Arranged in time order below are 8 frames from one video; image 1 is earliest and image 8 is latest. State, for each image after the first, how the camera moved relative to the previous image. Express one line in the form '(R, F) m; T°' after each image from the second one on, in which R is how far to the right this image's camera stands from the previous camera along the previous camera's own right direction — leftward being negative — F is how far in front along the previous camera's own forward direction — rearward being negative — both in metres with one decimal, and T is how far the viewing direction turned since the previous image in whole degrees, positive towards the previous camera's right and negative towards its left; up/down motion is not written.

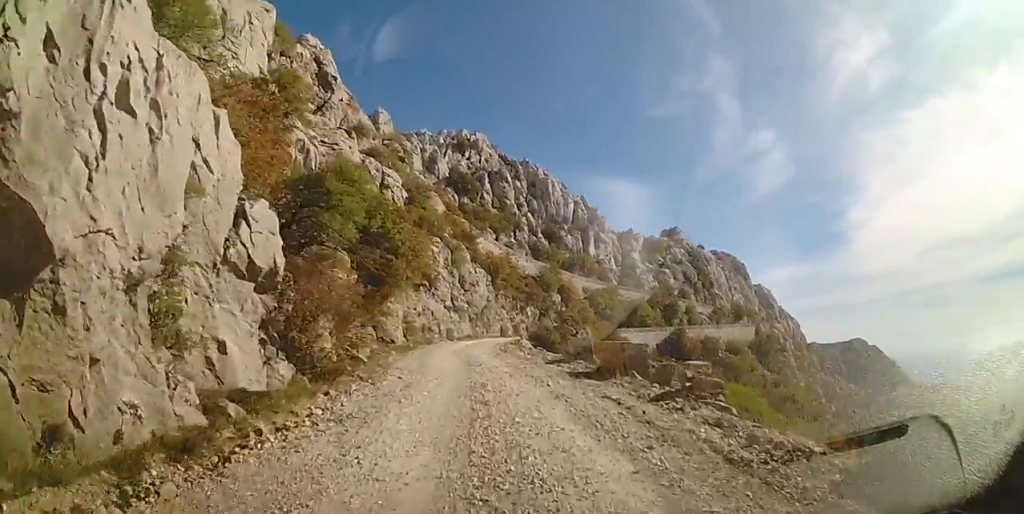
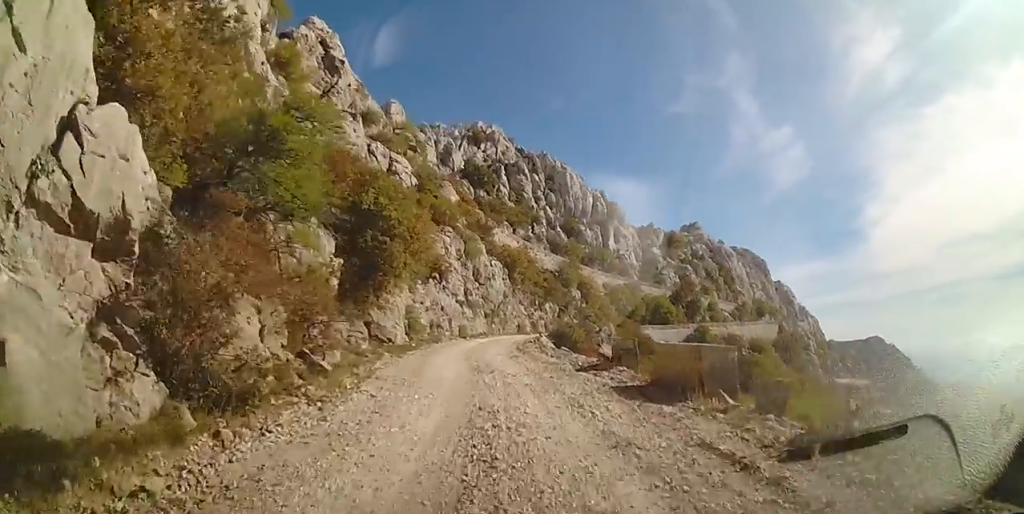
(-0.1, +4.3) m; -2°
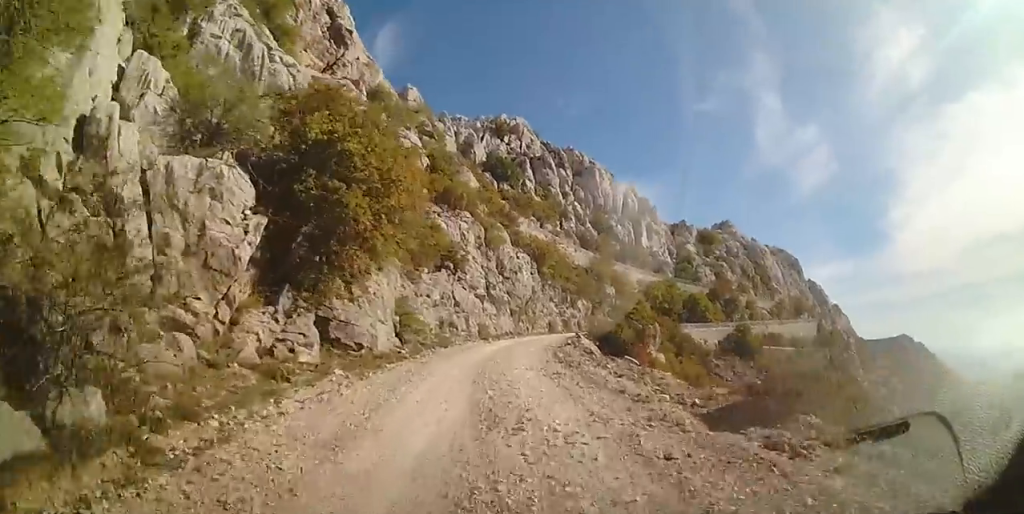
(0.0, +8.0) m; 0°
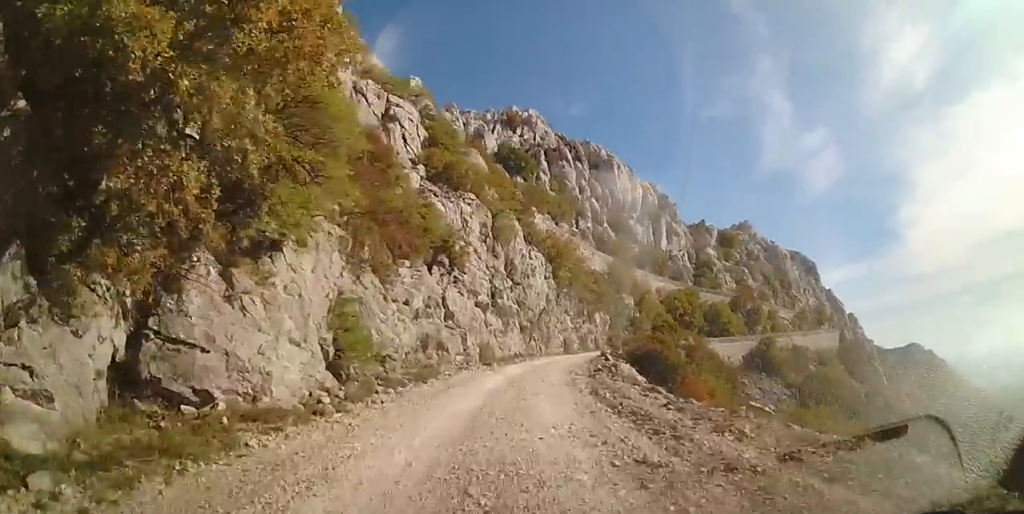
(-0.1, +7.7) m; 0°
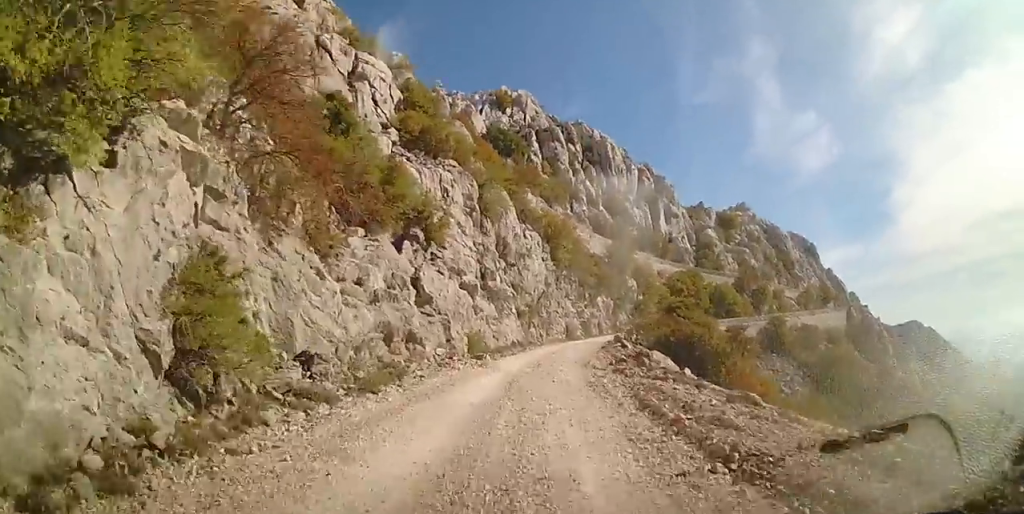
(0.0, +5.2) m; 0°
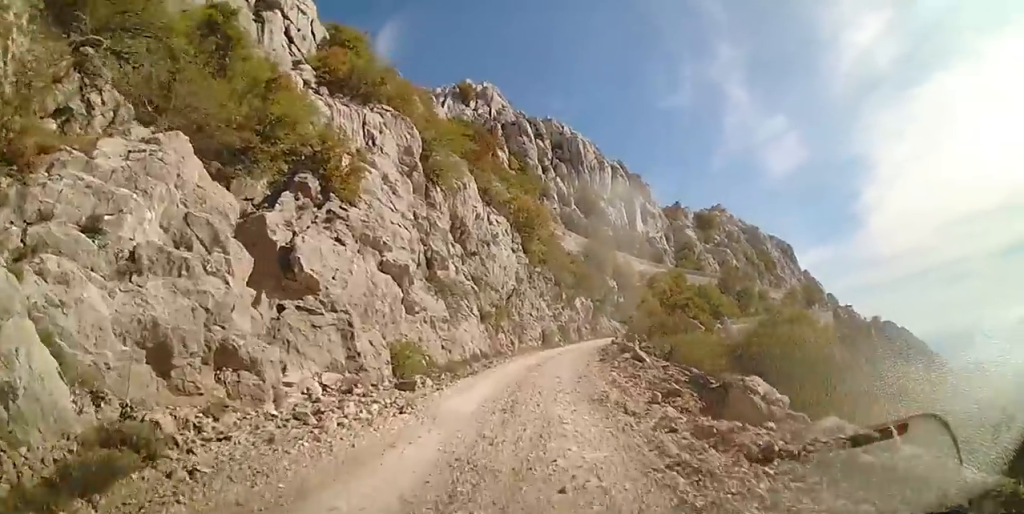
(0.0, +8.2) m; 0°
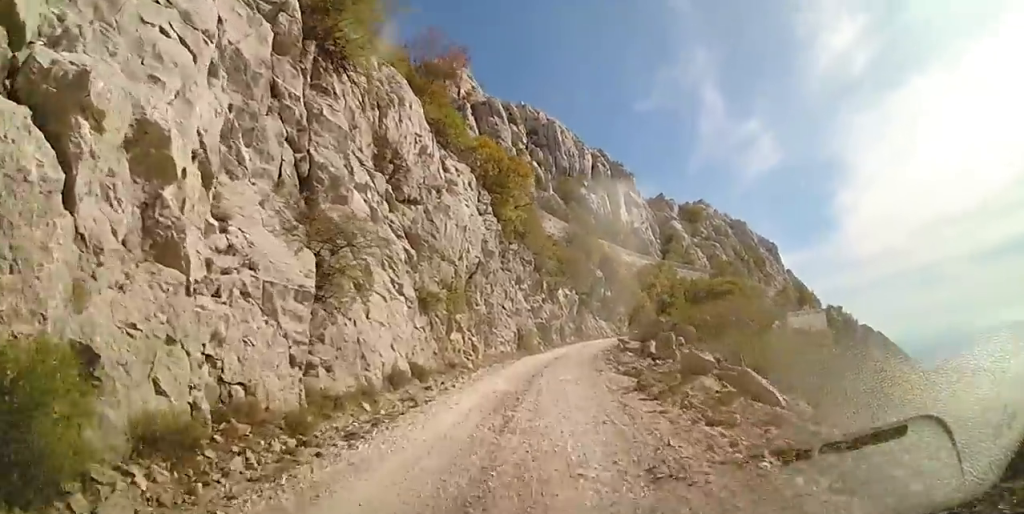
(+0.3, +9.9) m; +5°
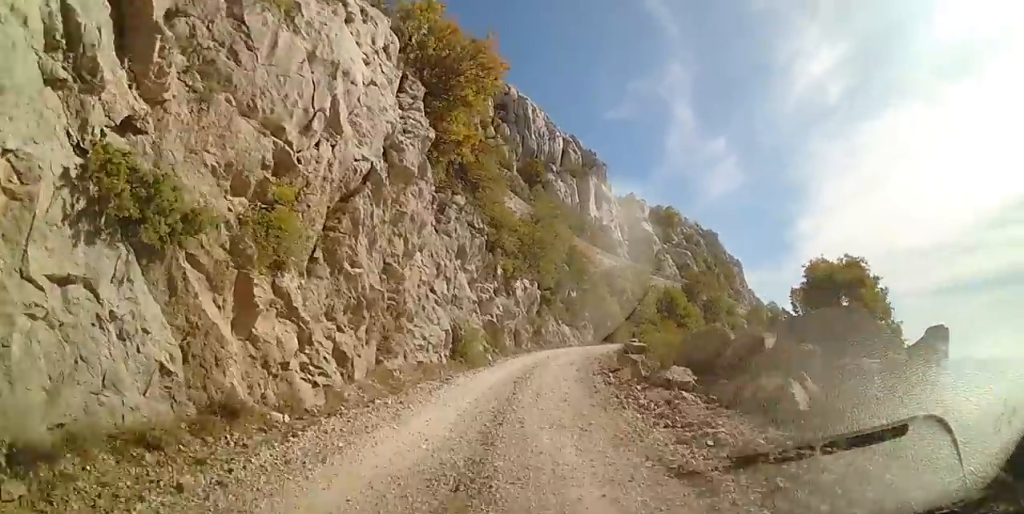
(0.0, +11.2) m; +3°
